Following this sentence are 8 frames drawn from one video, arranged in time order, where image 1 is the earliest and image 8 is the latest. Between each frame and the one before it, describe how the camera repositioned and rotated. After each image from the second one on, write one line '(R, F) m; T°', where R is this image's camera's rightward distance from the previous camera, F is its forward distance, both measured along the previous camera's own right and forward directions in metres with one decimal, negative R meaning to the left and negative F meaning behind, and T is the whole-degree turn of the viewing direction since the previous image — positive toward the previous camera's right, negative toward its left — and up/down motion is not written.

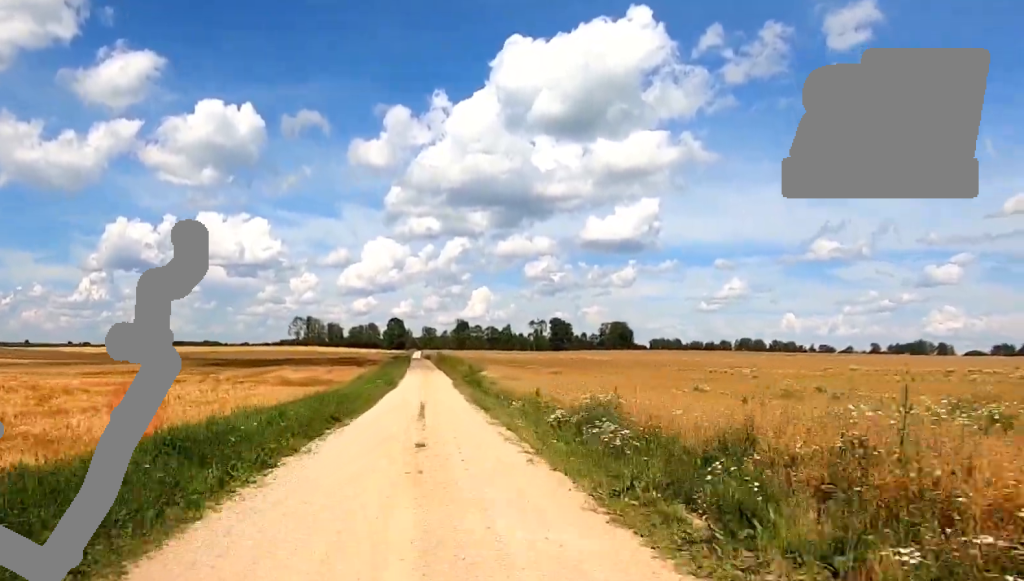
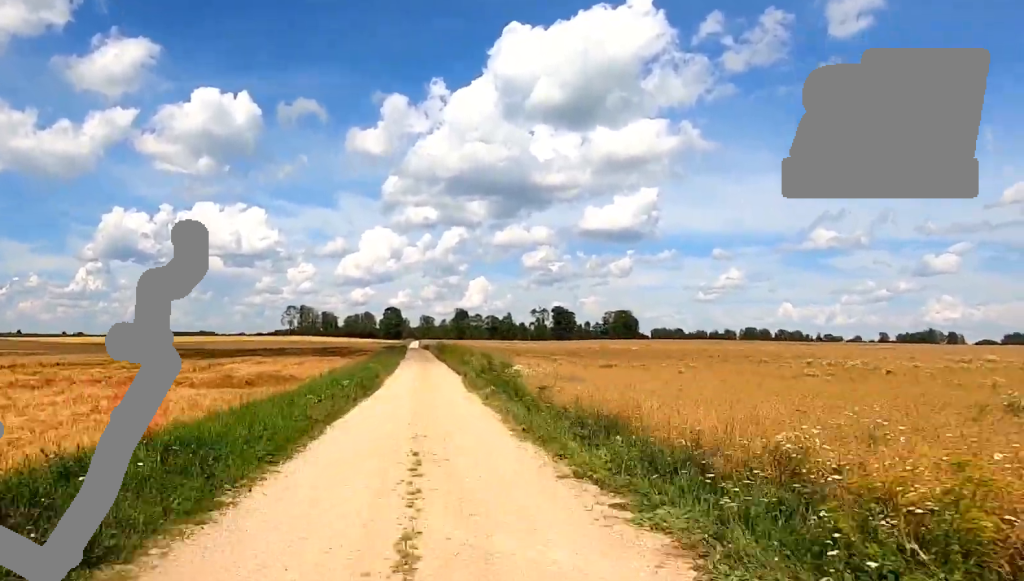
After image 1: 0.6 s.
(0.0, +13.1) m; 0°
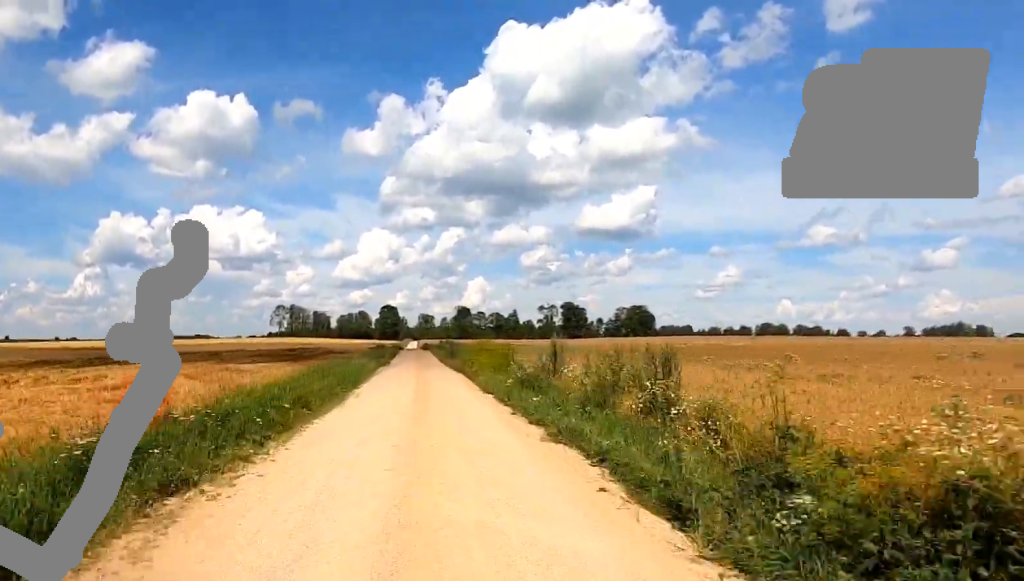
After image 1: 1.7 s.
(-0.2, +27.1) m; -1°
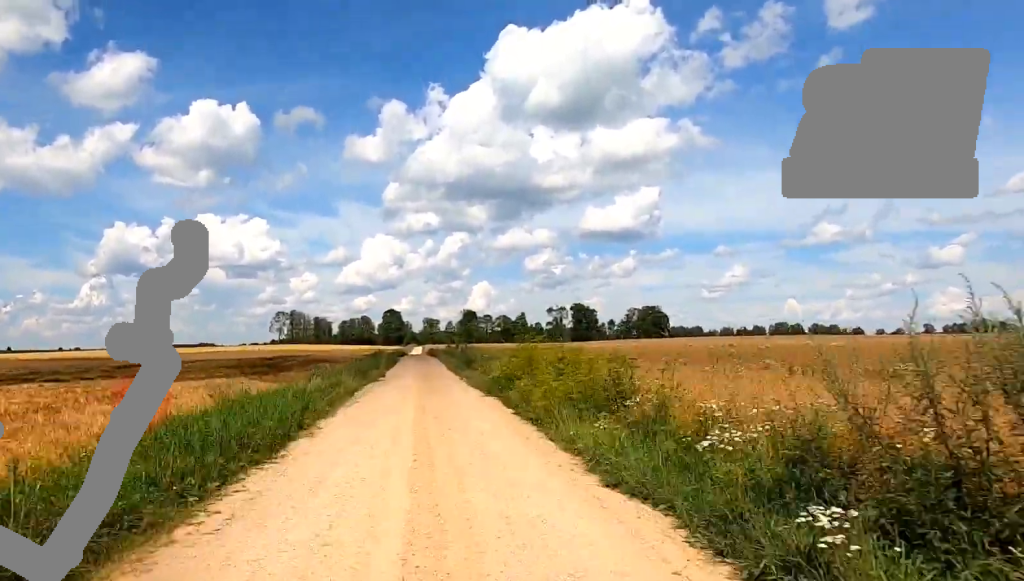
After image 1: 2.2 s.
(0.0, +11.6) m; 0°
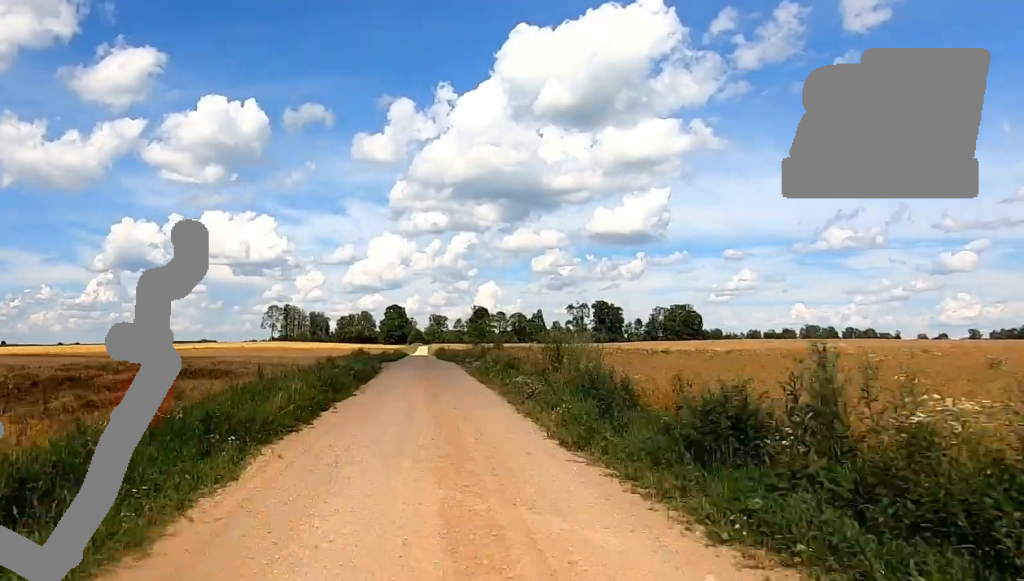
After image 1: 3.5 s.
(0.0, +30.2) m; +2°
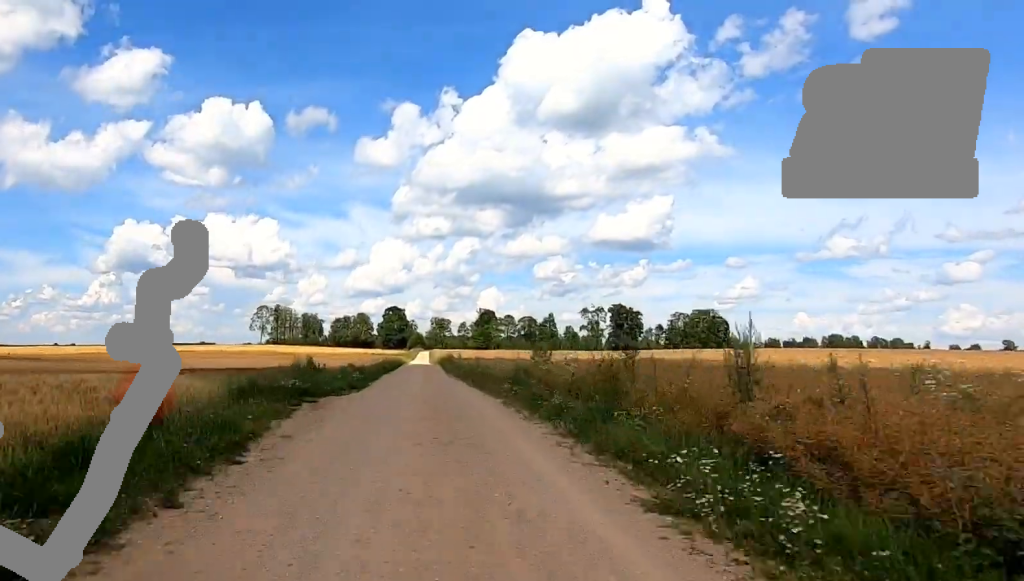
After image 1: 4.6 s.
(+0.7, +23.8) m; -1°
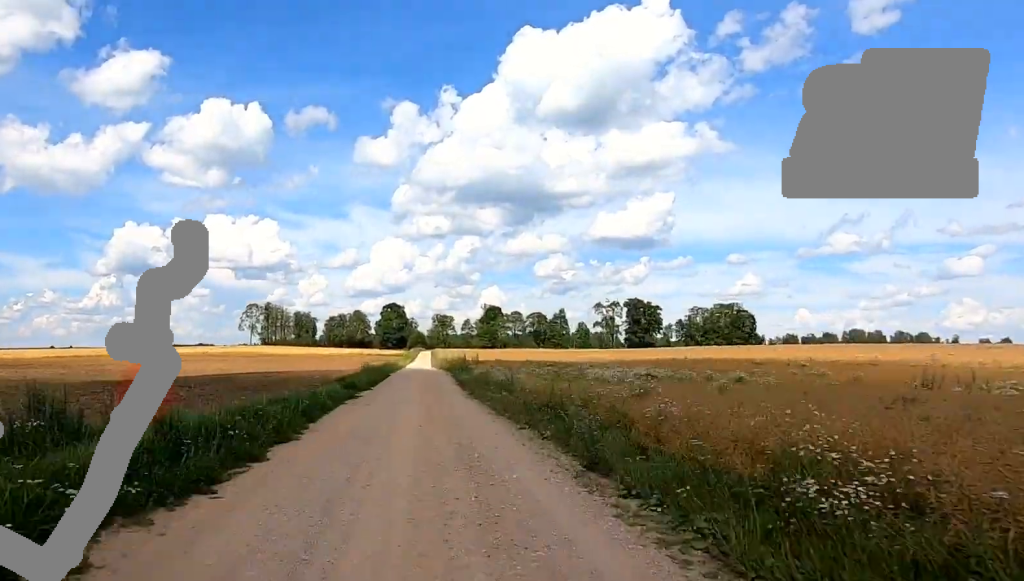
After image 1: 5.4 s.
(-1.0, +19.8) m; -2°
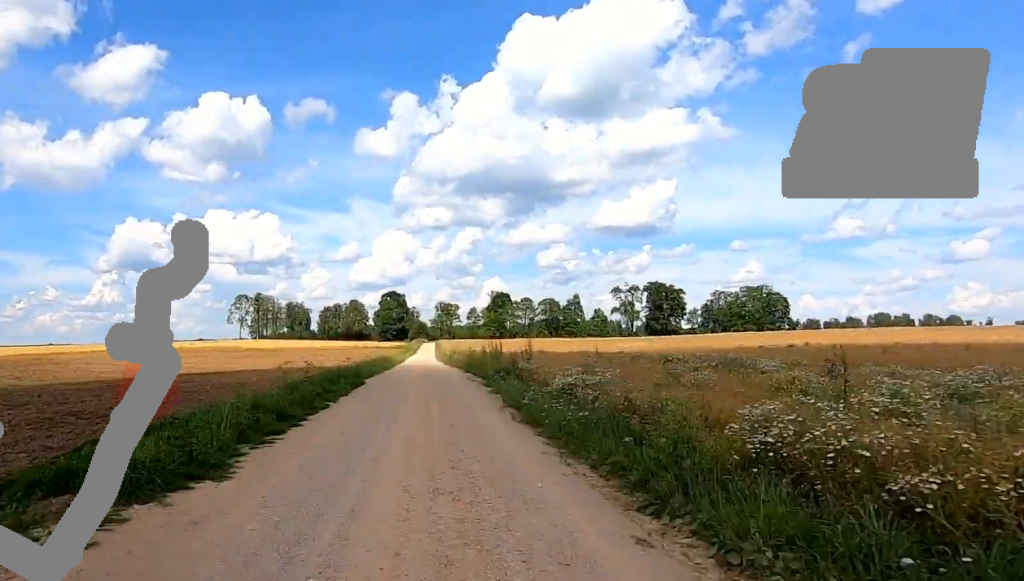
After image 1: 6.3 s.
(+0.1, +19.7) m; +2°
